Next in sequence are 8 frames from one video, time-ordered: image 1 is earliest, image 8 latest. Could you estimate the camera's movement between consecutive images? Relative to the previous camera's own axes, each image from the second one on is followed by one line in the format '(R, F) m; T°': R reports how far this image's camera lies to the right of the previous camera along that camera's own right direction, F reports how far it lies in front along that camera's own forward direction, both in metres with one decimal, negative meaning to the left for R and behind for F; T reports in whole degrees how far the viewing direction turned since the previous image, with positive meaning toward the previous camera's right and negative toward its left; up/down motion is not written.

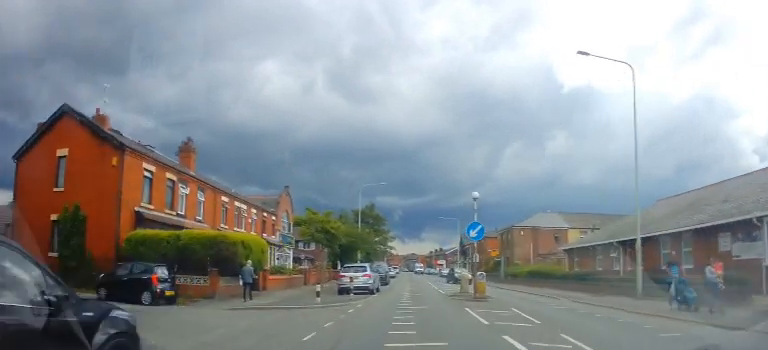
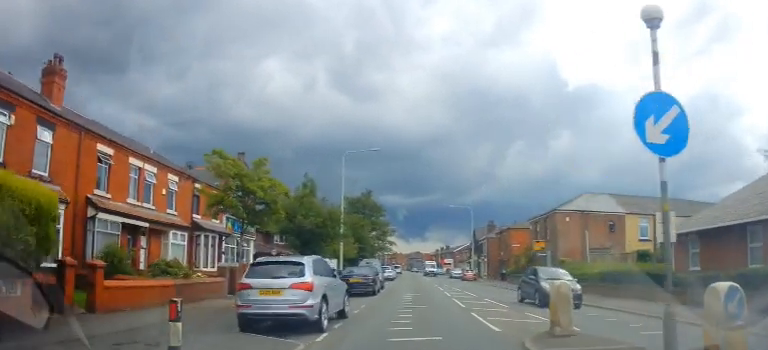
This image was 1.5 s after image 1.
(+0.2, +14.6) m; 0°
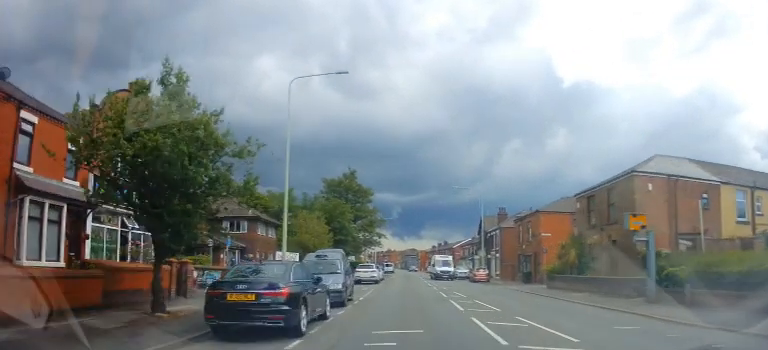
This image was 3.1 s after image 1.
(-0.3, +15.0) m; -1°
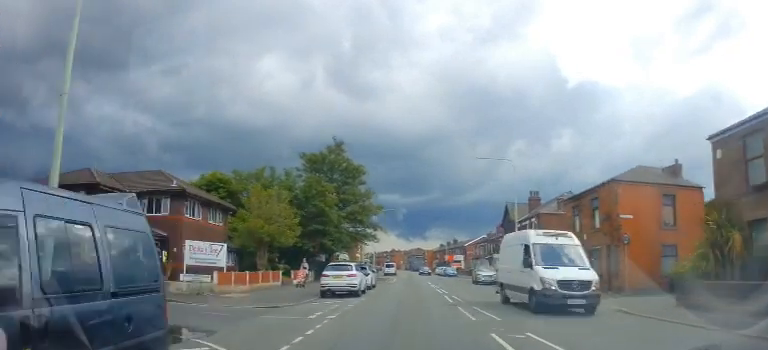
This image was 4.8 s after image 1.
(+0.1, +14.8) m; 0°
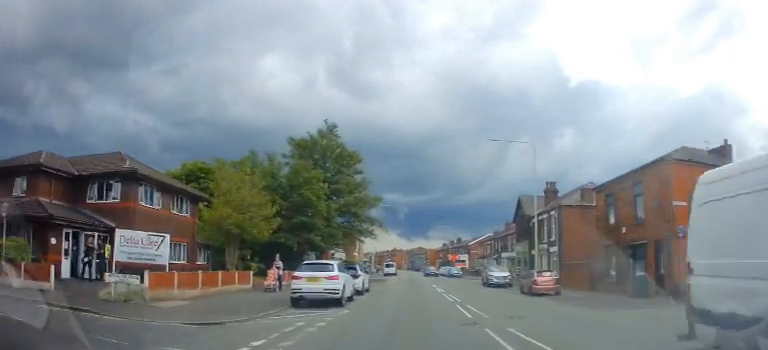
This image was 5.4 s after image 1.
(0.0, +5.4) m; 0°
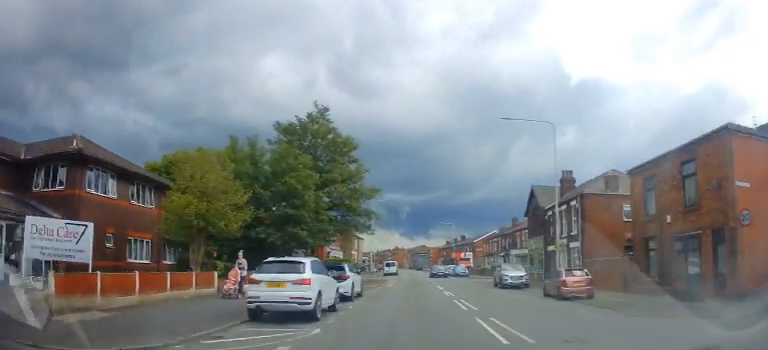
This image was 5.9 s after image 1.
(0.0, +4.6) m; 0°
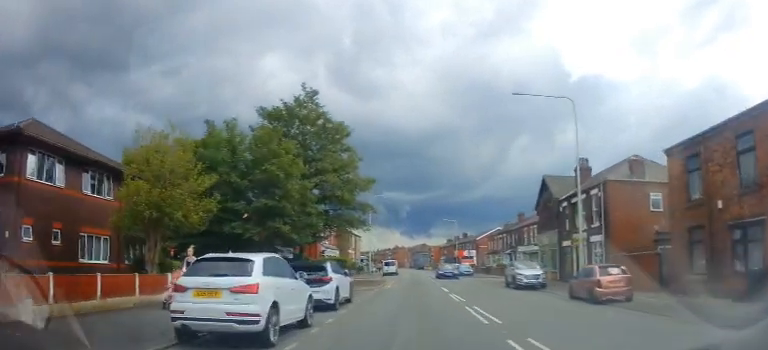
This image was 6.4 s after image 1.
(0.0, +3.8) m; 0°
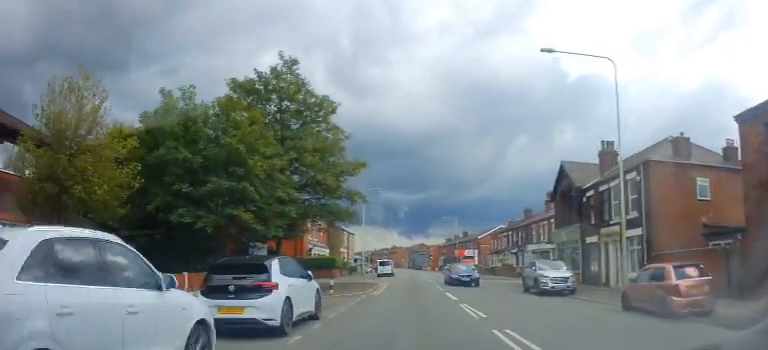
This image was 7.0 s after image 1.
(0.0, +5.5) m; 0°
